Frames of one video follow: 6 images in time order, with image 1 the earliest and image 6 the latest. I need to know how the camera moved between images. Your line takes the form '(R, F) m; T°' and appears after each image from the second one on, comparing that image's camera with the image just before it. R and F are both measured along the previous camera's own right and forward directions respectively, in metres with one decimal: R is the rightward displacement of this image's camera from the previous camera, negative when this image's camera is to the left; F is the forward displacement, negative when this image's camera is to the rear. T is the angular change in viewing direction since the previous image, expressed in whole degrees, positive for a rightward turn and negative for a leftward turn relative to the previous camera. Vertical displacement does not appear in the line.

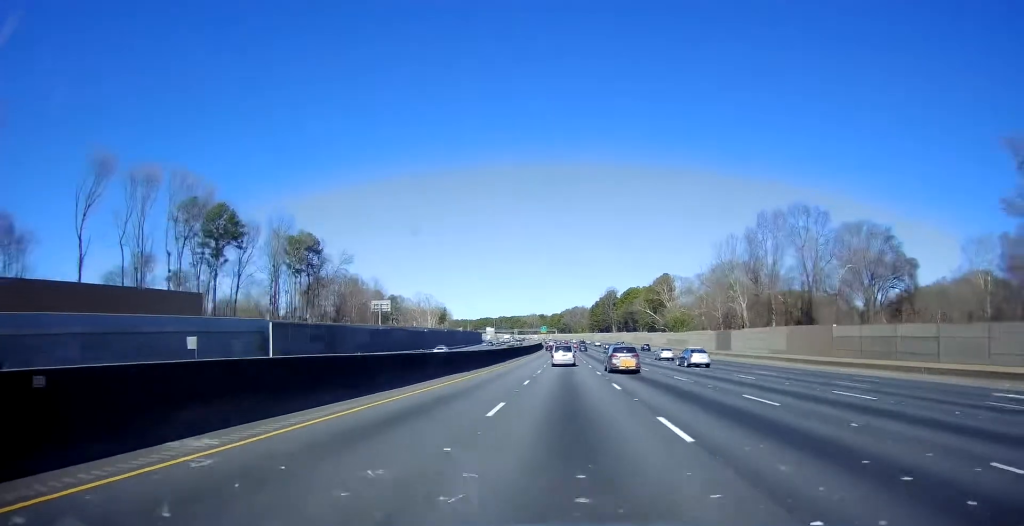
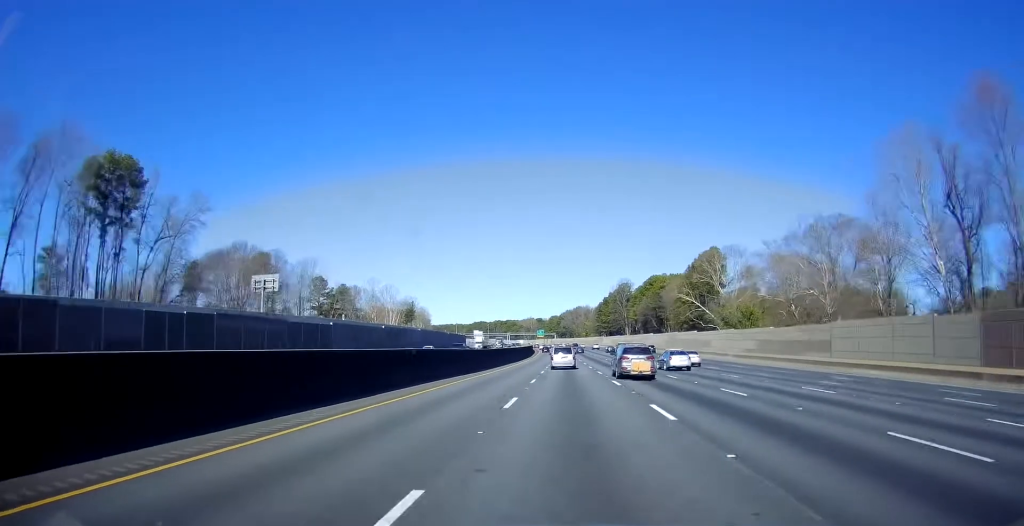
(+0.6, +68.0) m; 0°
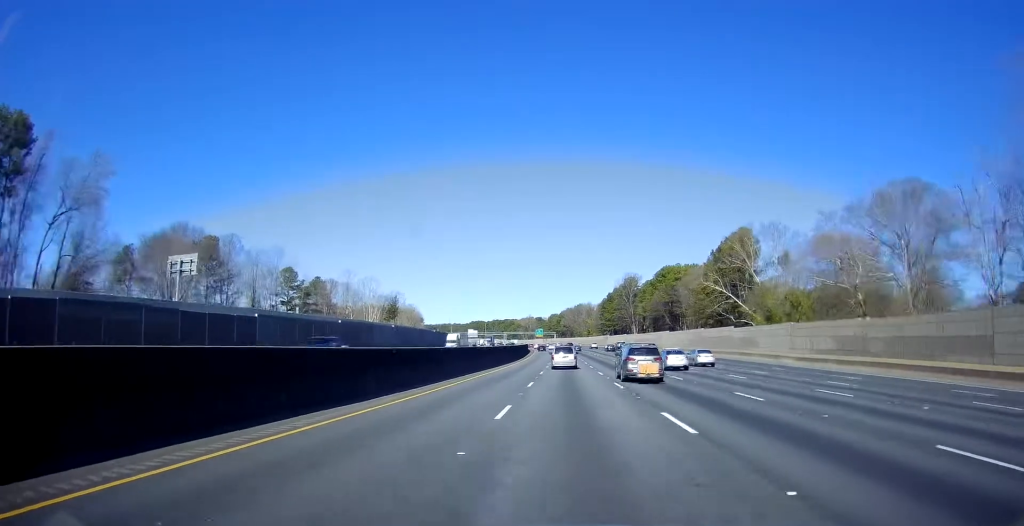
(-0.7, +25.4) m; 0°
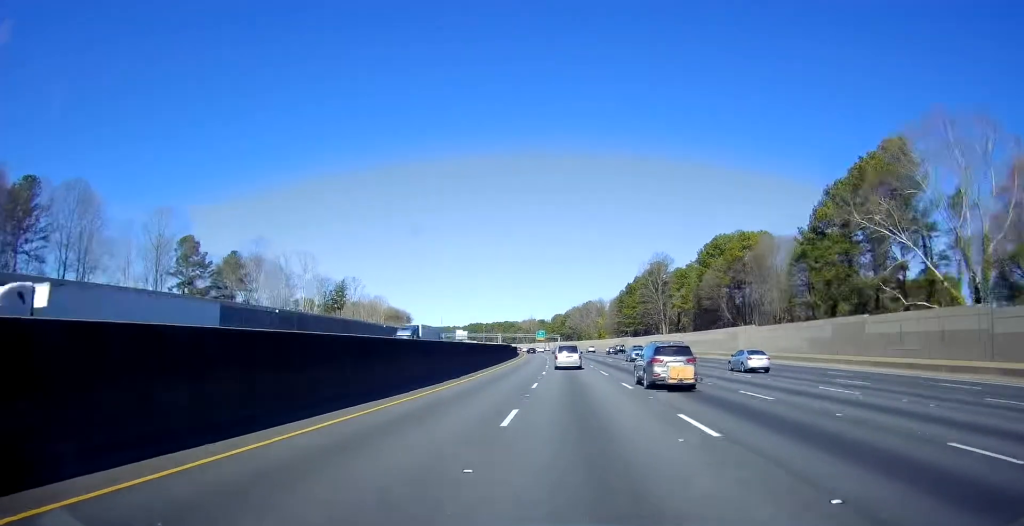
(+1.2, +59.8) m; +1°
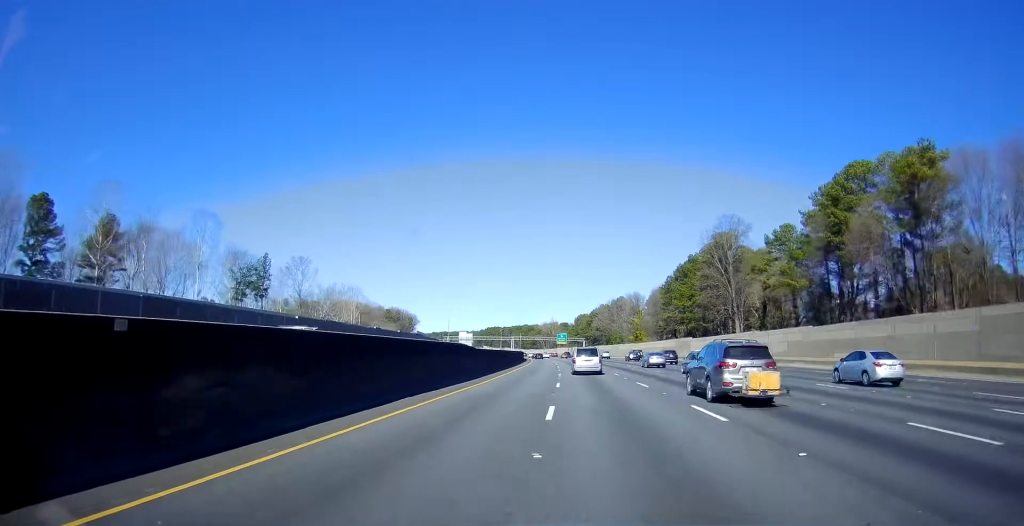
(-1.0, +57.2) m; -1°
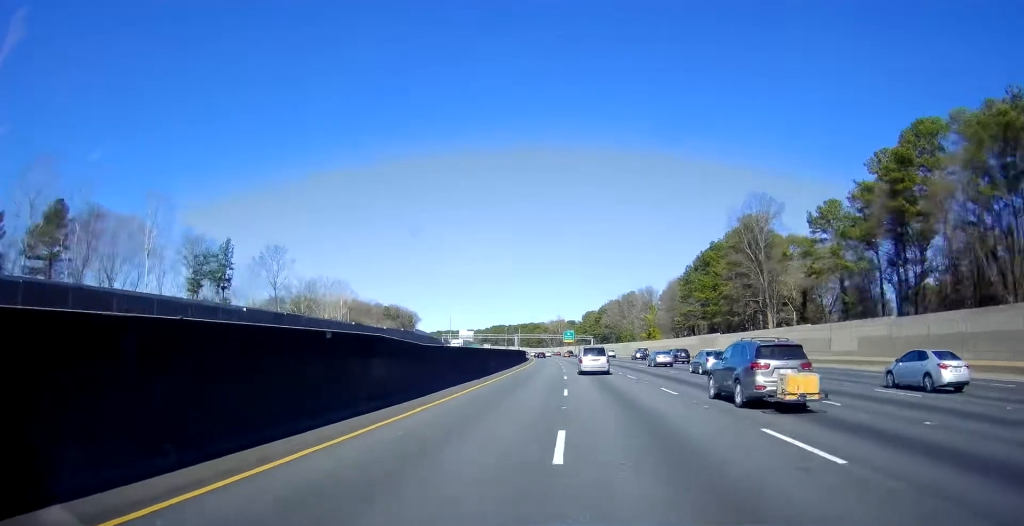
(+0.3, +16.7) m; 0°
